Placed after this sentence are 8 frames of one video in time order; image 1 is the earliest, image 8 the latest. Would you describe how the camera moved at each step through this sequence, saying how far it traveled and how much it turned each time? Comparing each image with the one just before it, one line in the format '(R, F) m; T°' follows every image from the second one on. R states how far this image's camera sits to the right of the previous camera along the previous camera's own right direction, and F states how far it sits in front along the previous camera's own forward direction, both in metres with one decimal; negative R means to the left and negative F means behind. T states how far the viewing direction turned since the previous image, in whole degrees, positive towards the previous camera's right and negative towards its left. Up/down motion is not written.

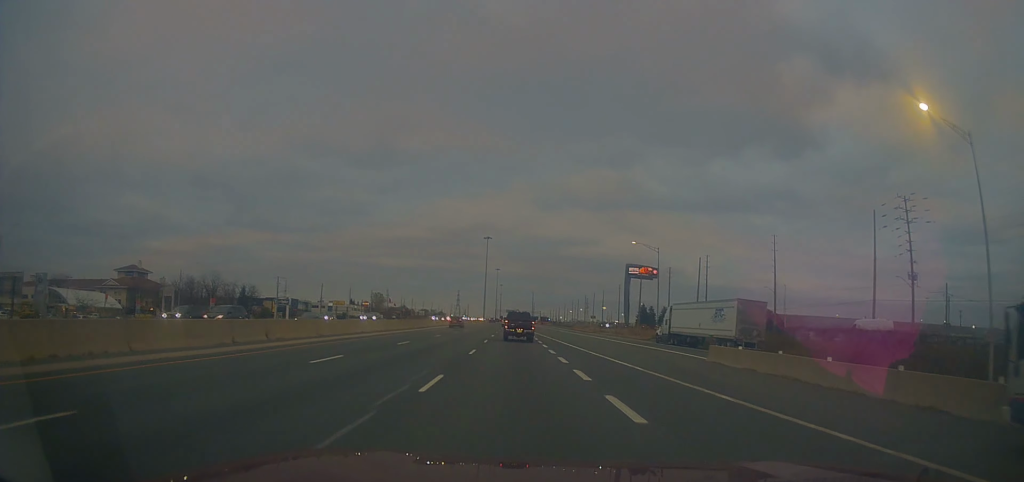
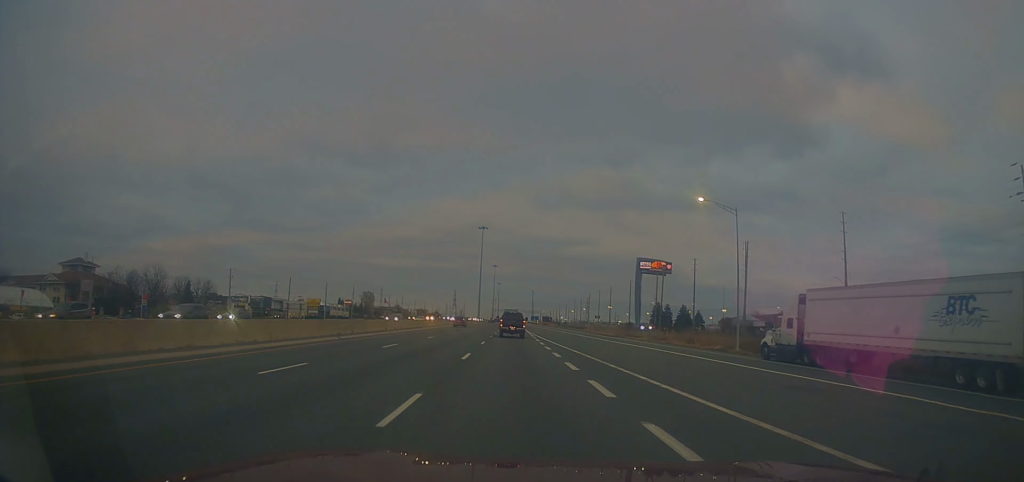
(-0.3, +27.6) m; 0°
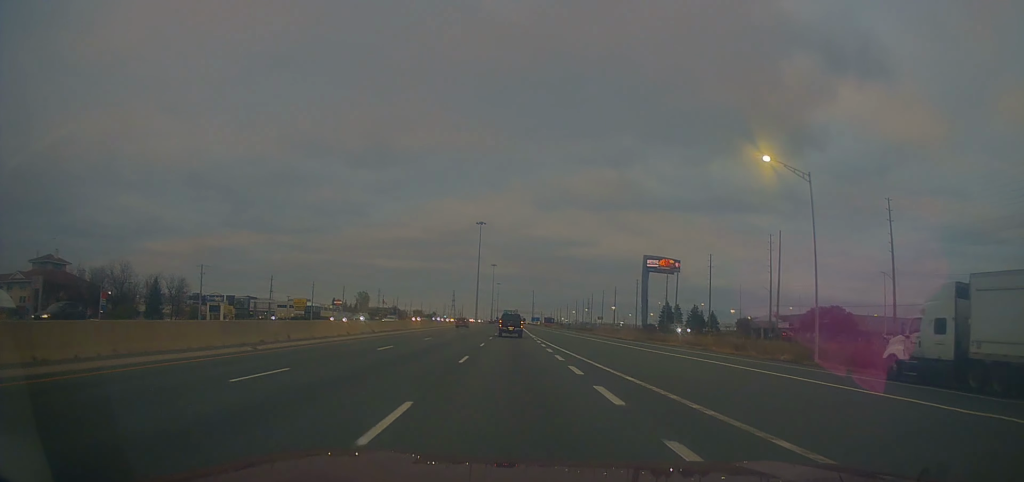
(+0.1, +13.4) m; 0°
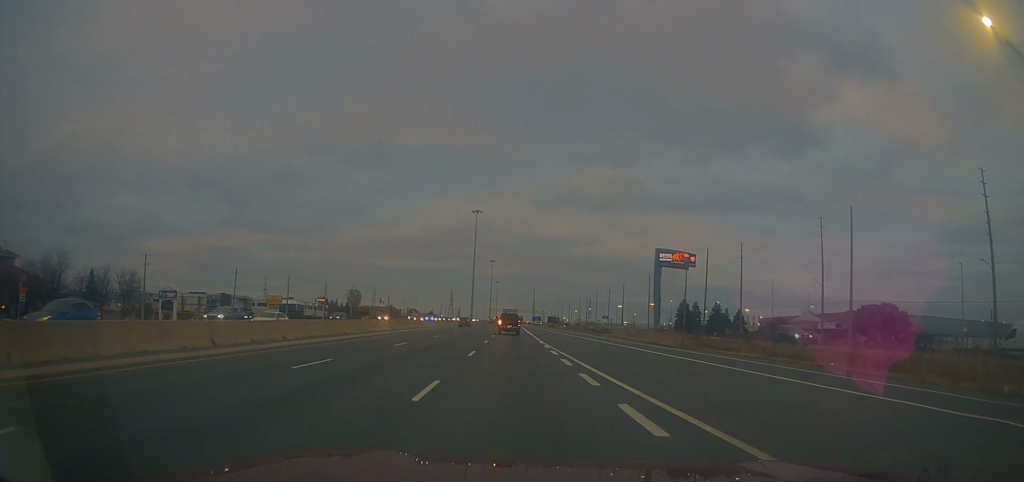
(+0.1, +21.0) m; 0°
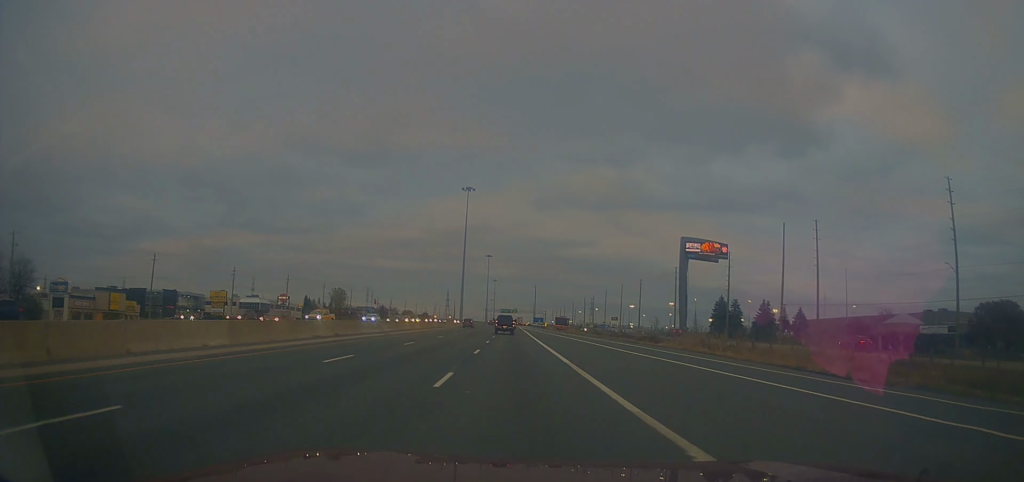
(-0.2, +34.3) m; 0°
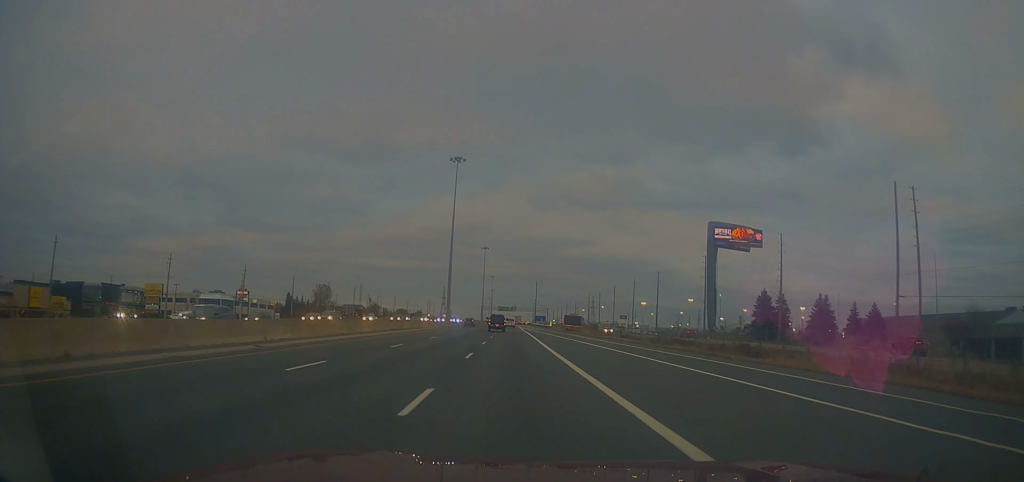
(+0.2, +27.7) m; +1°
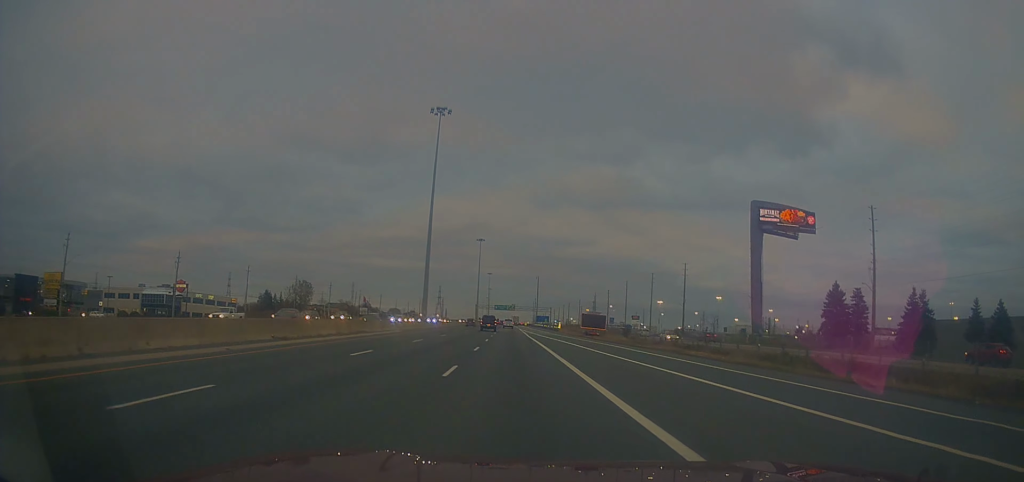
(+0.2, +30.6) m; +1°
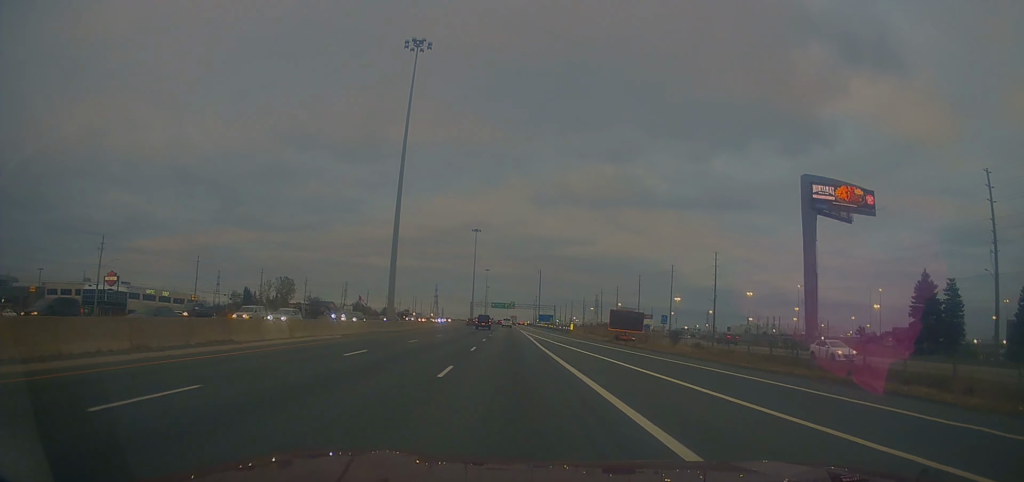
(+0.2, +24.9) m; 0°
